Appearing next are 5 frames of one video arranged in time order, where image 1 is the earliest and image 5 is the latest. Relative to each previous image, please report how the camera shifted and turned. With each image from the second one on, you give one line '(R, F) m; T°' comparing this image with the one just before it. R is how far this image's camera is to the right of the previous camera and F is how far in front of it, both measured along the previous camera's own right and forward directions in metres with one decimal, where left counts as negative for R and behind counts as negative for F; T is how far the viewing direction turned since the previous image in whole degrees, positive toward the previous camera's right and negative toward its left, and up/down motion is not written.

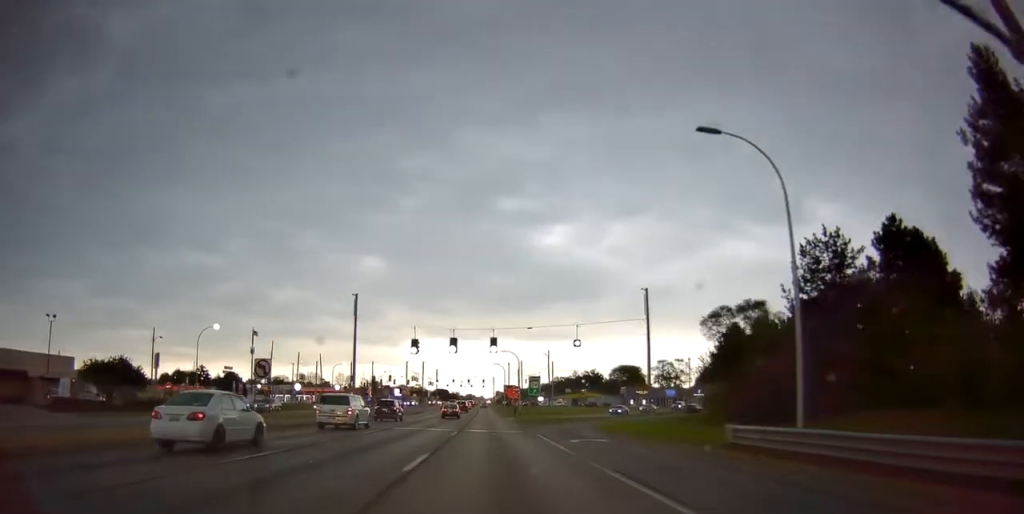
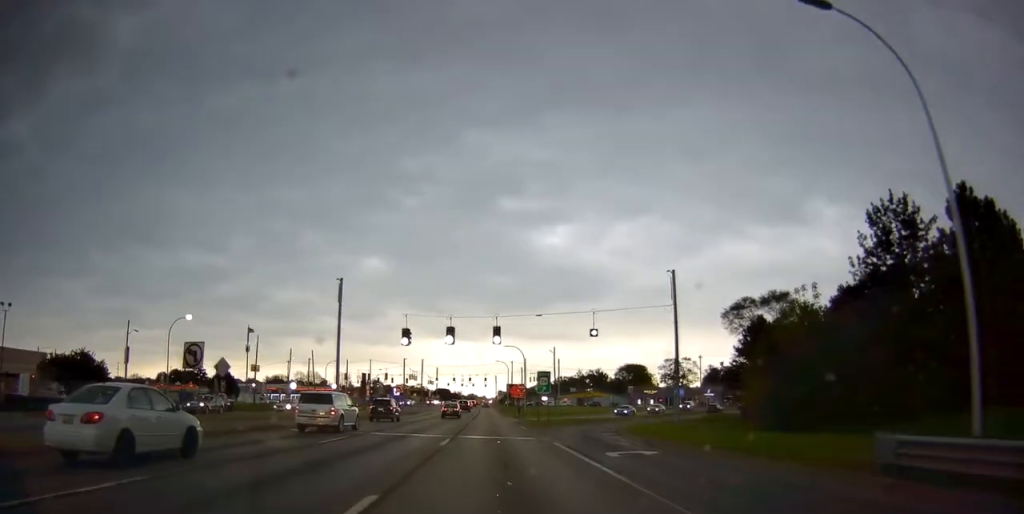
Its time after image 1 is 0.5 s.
(0.0, +6.9) m; 0°
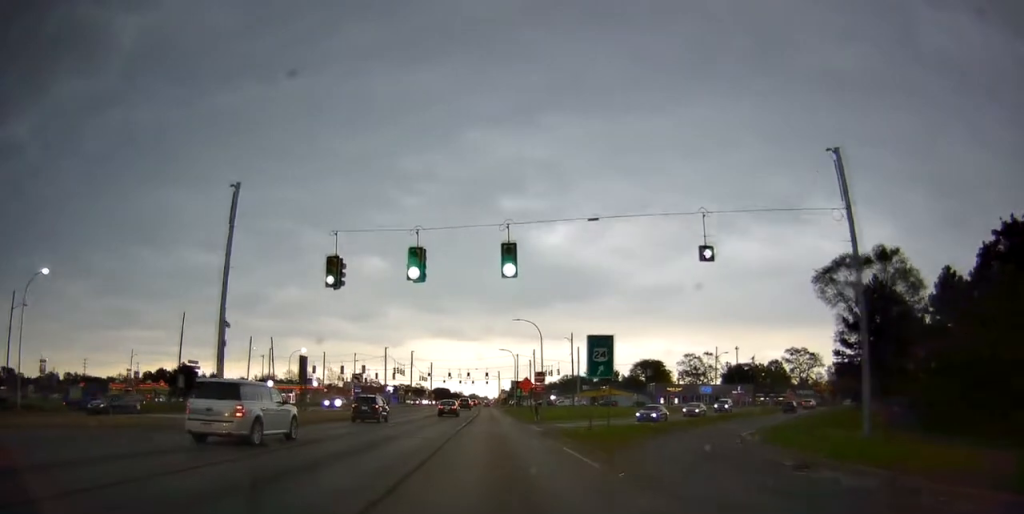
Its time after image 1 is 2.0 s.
(-0.6, +22.9) m; -3°
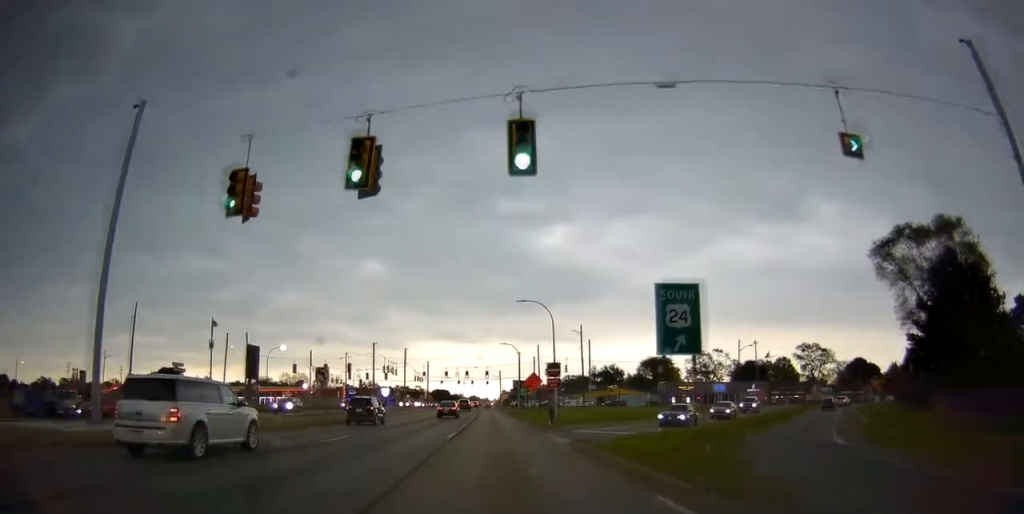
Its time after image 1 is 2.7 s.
(-0.1, +10.0) m; 0°
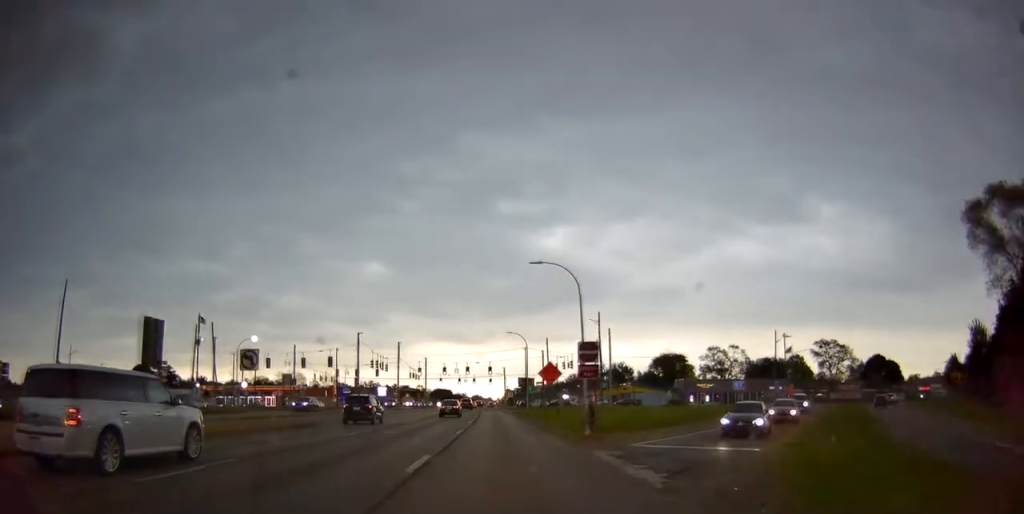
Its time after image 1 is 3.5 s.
(0.0, +12.0) m; +2°
